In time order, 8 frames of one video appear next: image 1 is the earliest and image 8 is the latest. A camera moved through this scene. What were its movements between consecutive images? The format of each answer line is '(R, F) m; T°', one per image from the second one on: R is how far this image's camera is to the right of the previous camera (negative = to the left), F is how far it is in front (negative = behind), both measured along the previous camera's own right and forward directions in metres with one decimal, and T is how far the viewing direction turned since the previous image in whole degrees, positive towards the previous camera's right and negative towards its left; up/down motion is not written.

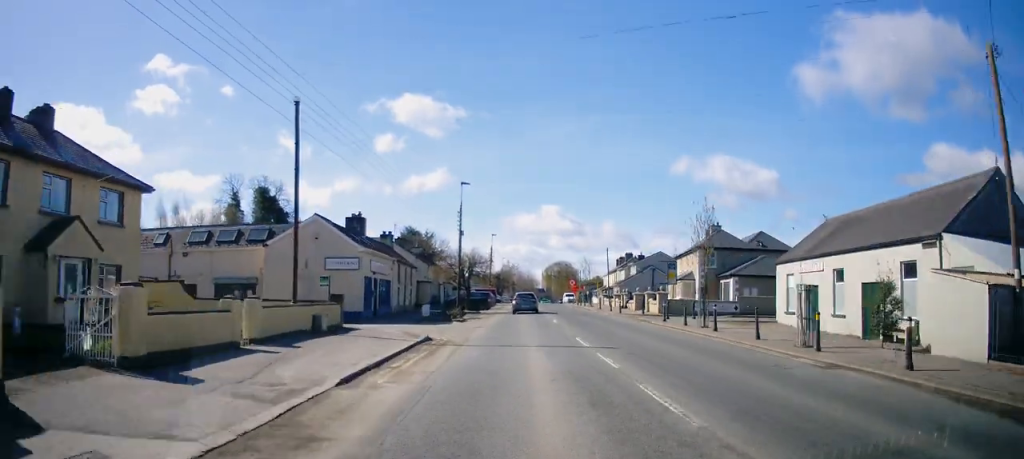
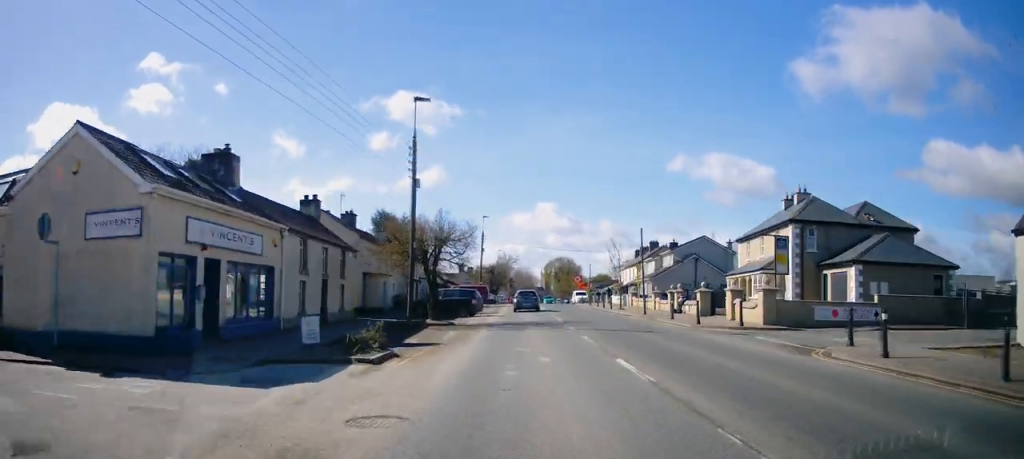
(+0.3, +18.4) m; +1°
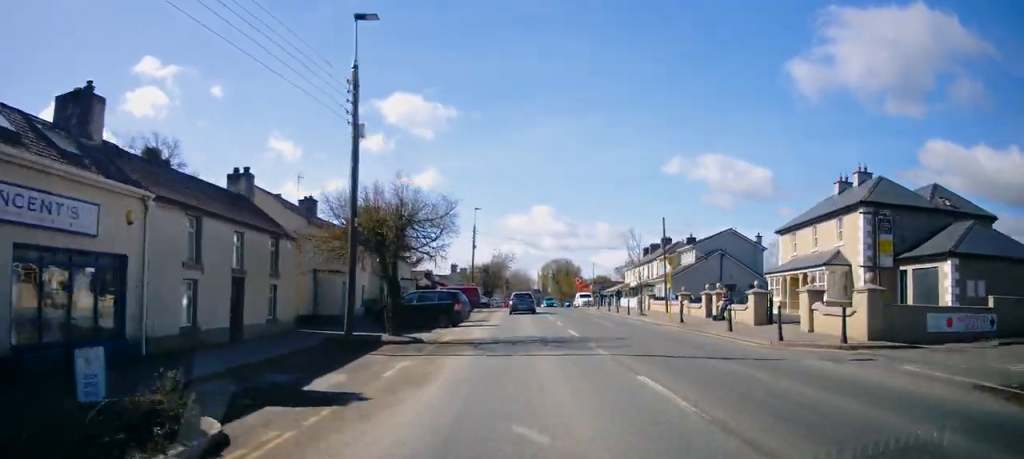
(0.0, +8.1) m; 0°
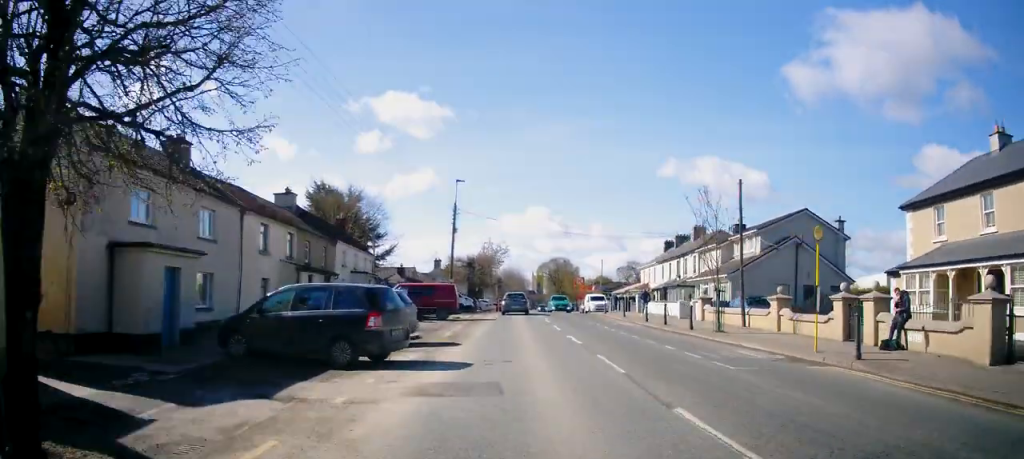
(-0.1, +14.4) m; 0°
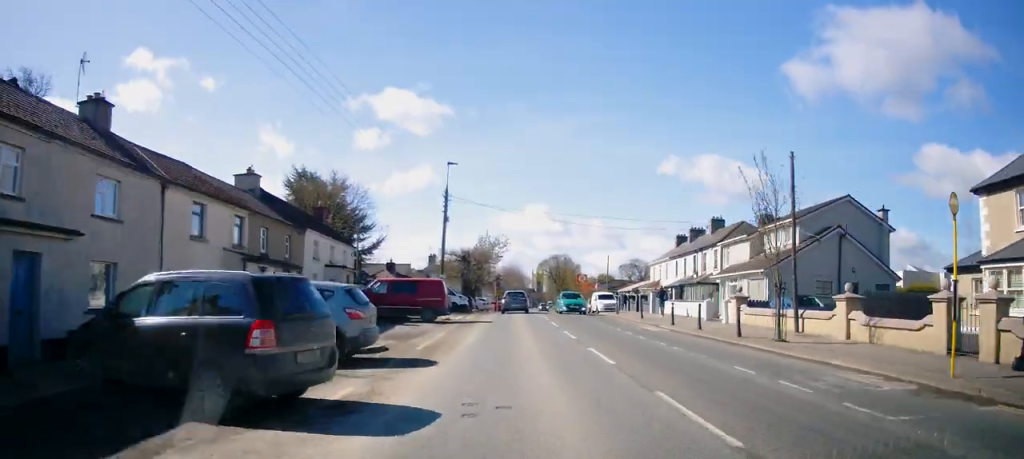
(+0.1, +5.2) m; 0°
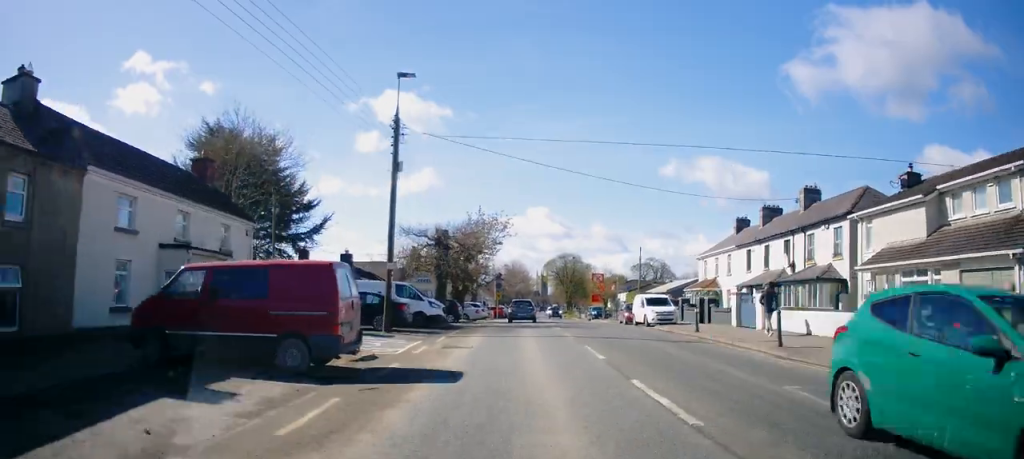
(-0.2, +16.5) m; 0°
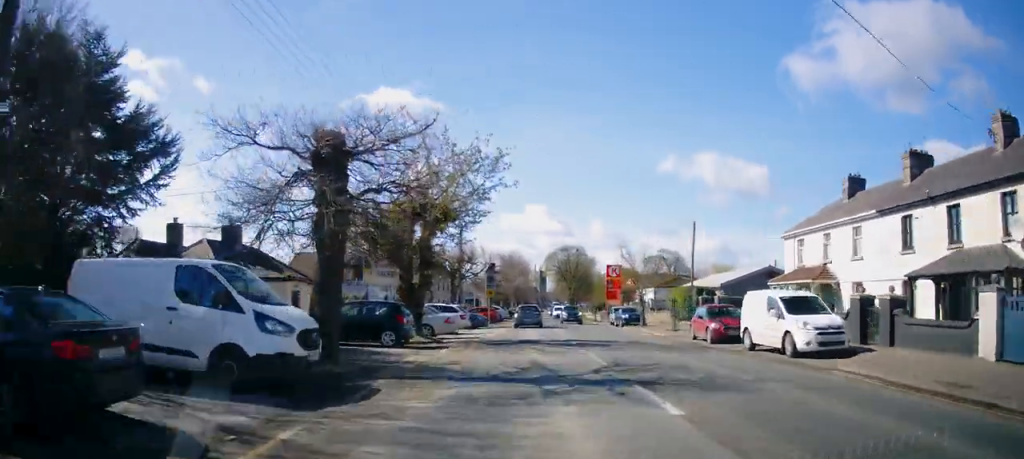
(+0.4, +17.3) m; +1°
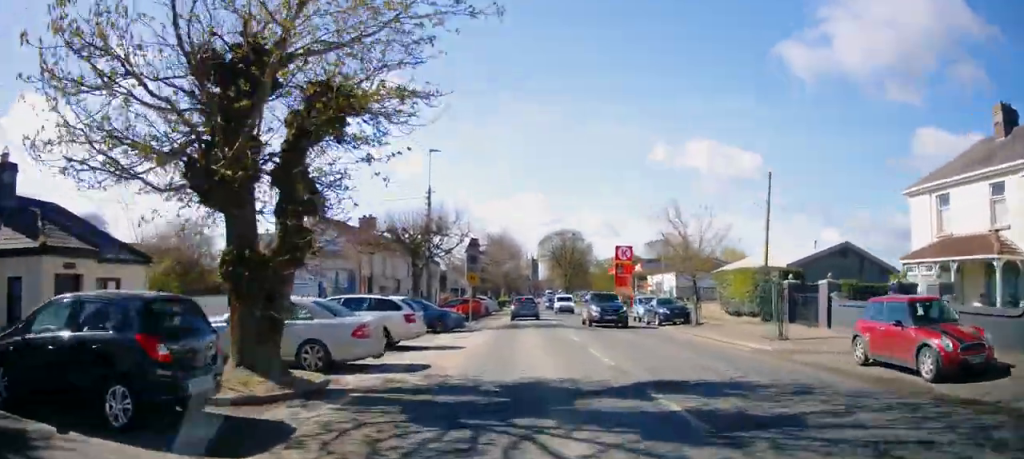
(0.0, +13.1) m; +1°
